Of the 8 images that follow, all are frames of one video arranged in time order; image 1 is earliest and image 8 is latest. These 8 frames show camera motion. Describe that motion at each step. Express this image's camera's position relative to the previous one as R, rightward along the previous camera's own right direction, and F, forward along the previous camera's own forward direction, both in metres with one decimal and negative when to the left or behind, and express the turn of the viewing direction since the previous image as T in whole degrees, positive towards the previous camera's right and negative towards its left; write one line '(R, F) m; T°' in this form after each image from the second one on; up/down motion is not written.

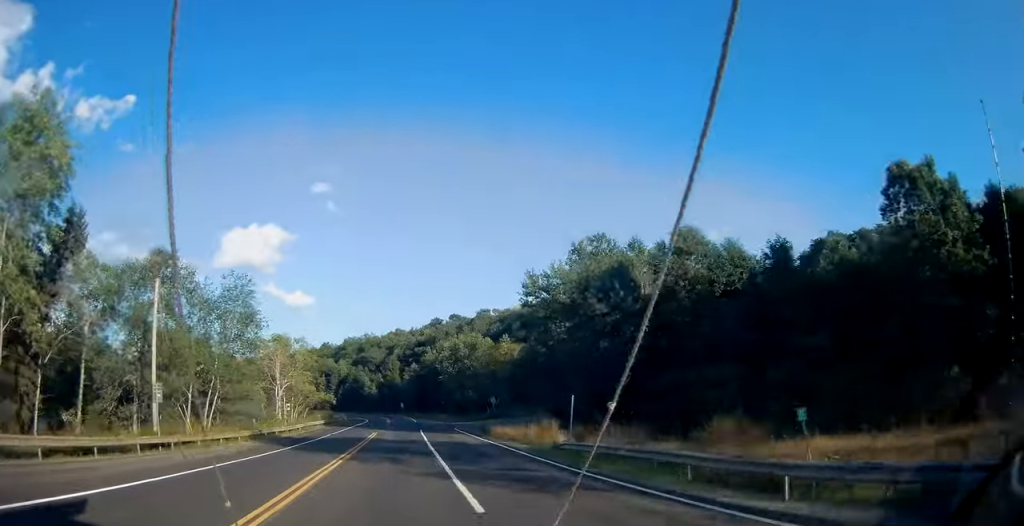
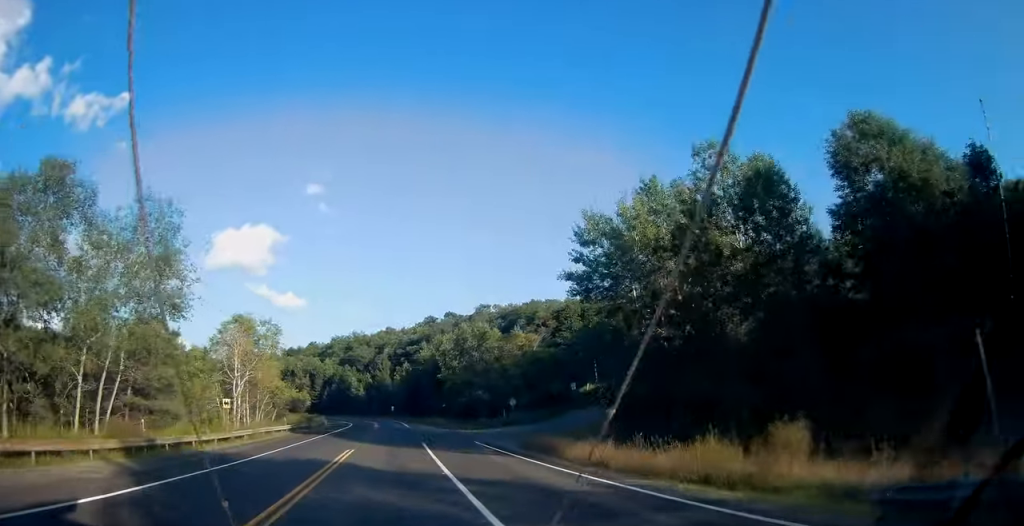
(+0.2, +19.3) m; +2°
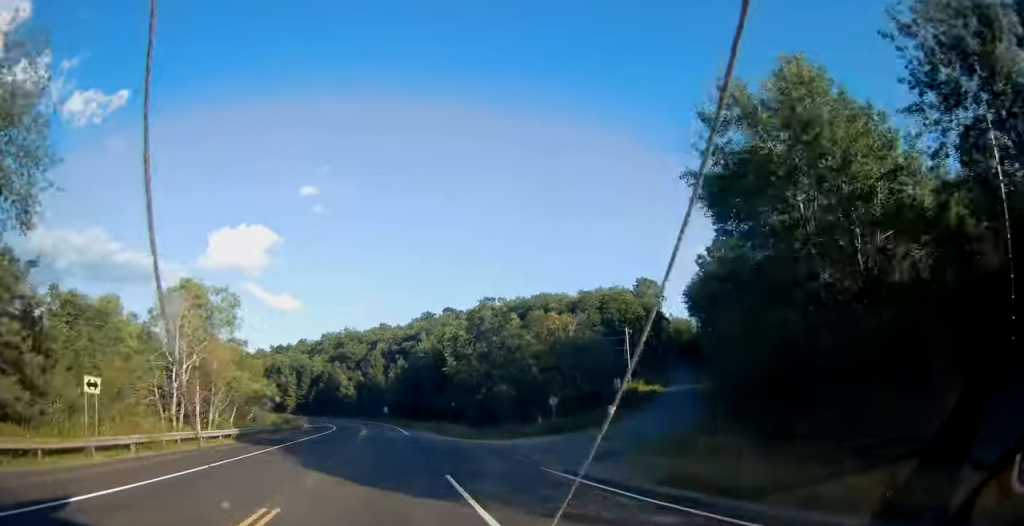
(+0.5, +18.5) m; +2°
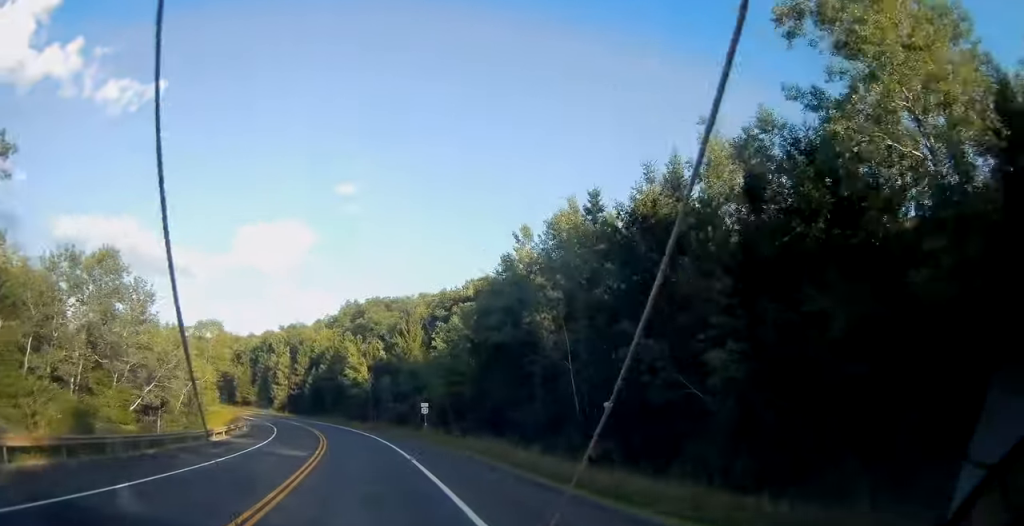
(+0.6, +69.2) m; -3°
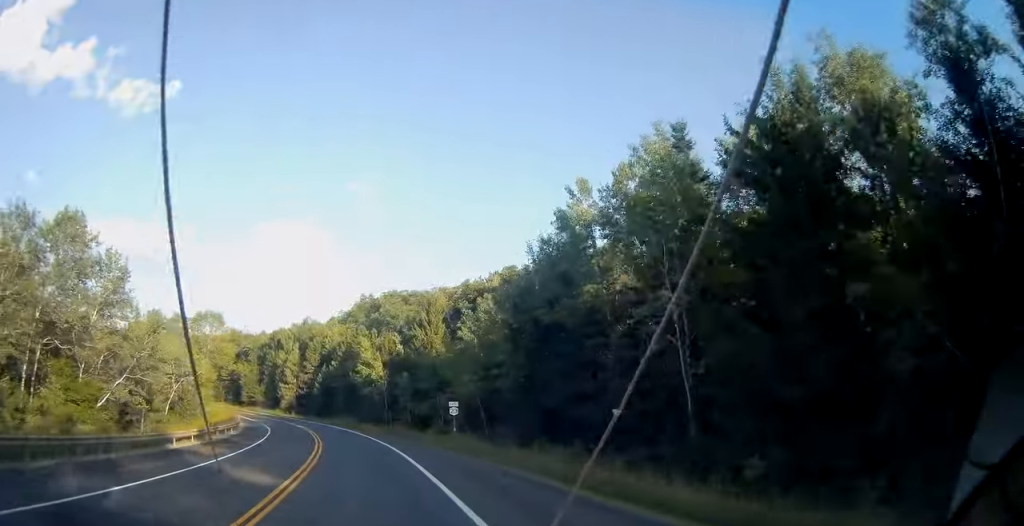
(-1.6, +10.6) m; +1°
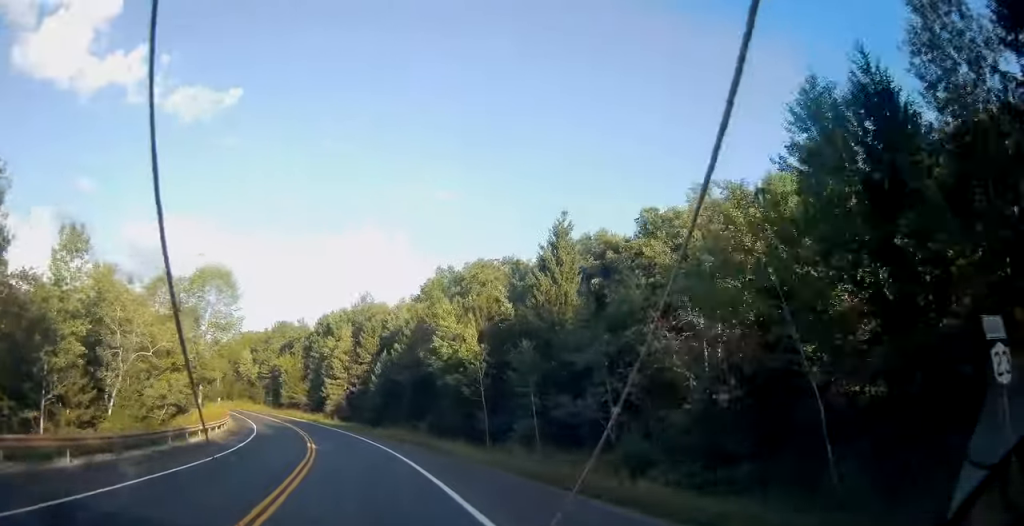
(+3.3, +35.7) m; +1°
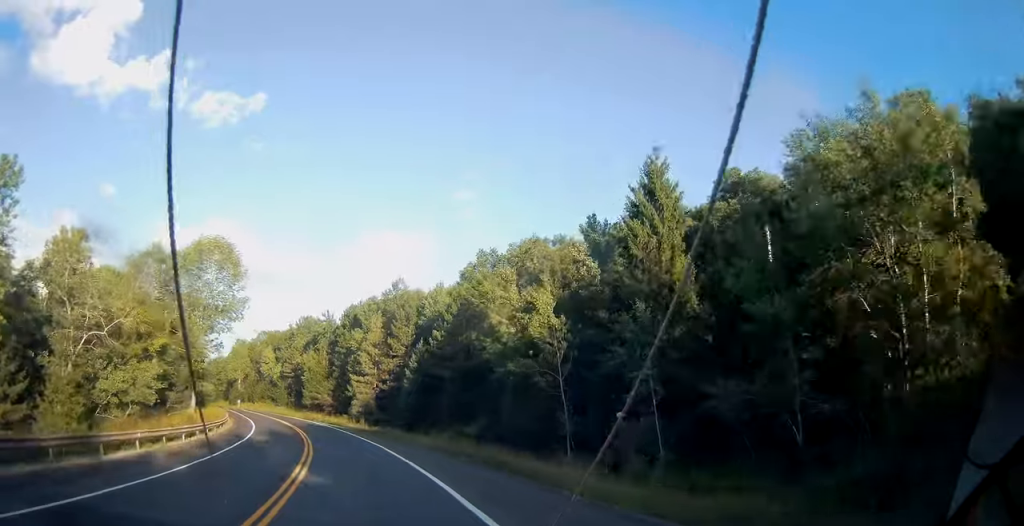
(-1.3, +14.1) m; -6°
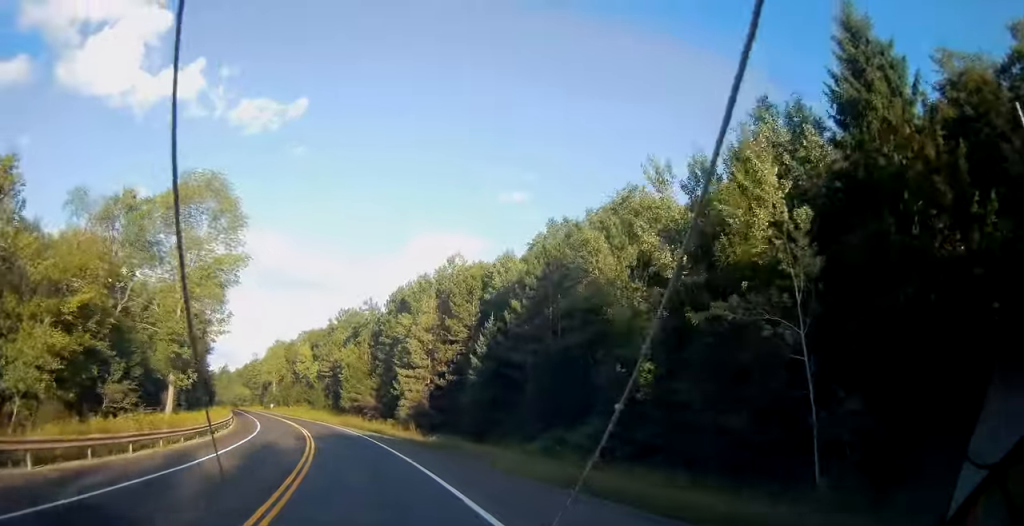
(-1.1, +18.5) m; -6°
